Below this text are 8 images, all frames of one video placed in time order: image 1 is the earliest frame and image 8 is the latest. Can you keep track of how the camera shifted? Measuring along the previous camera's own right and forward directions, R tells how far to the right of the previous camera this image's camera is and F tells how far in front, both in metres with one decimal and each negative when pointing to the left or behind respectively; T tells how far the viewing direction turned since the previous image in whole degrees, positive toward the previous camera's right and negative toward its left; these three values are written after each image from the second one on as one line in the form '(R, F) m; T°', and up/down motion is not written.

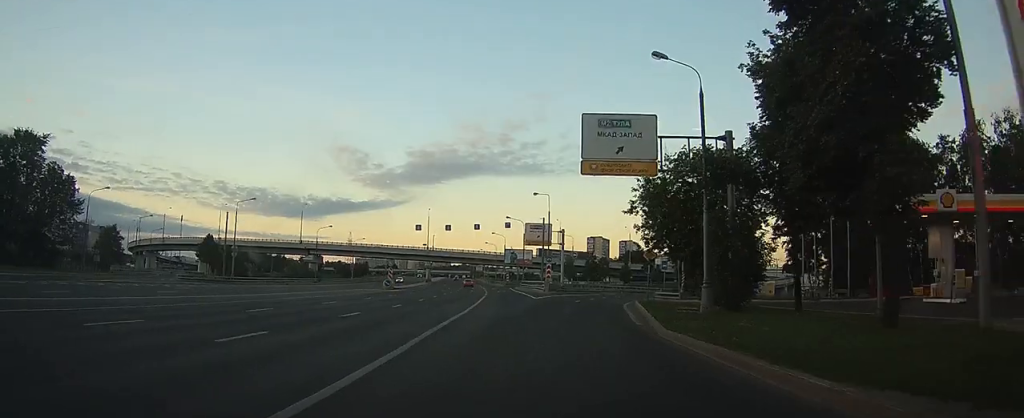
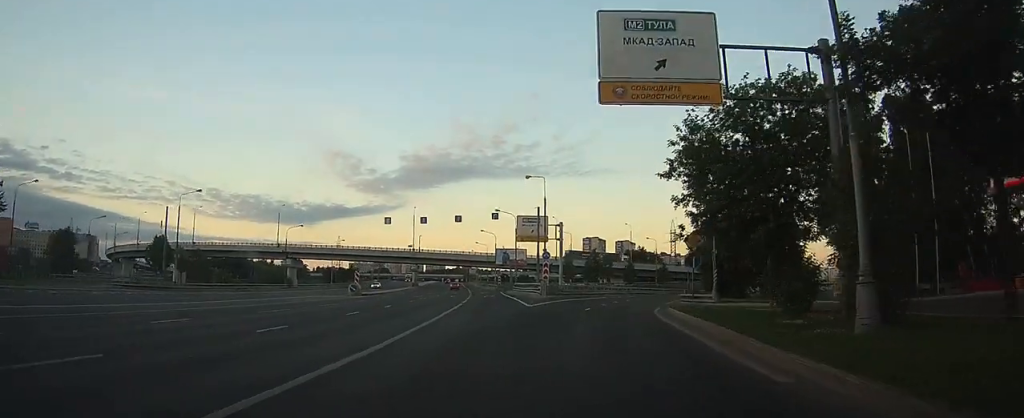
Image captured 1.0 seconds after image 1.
(+0.1, +13.2) m; +1°
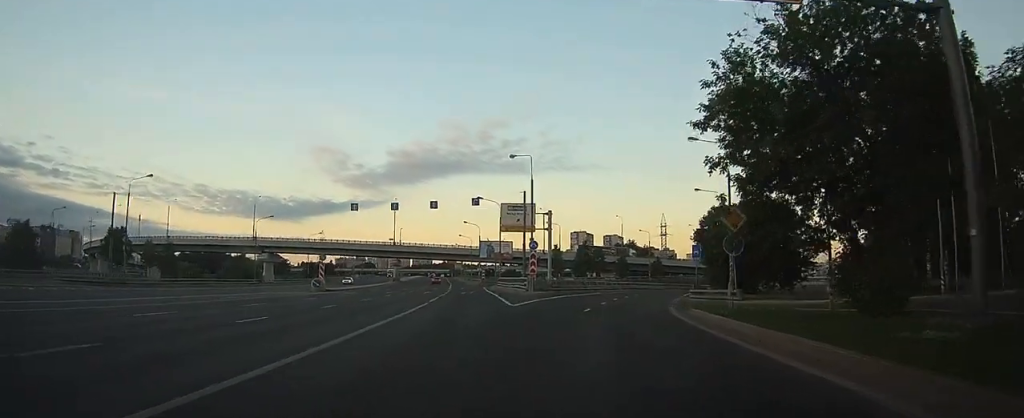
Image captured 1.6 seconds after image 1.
(+0.1, +7.7) m; +2°
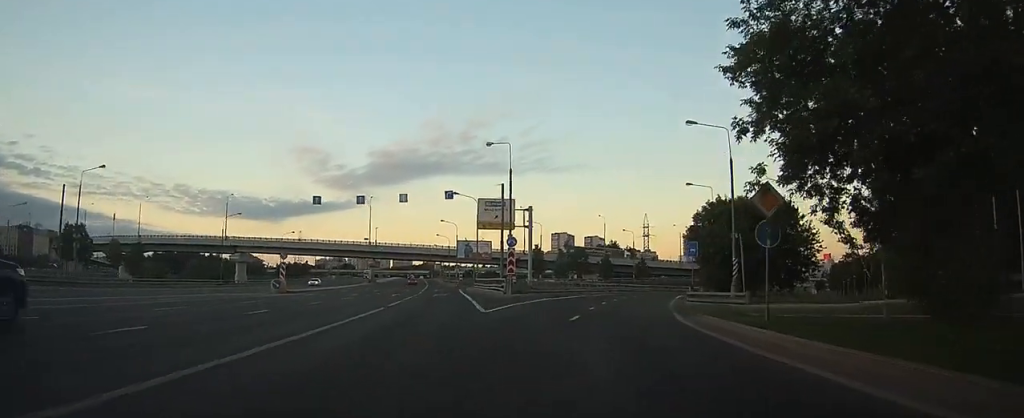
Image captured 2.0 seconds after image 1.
(-0.1, +5.1) m; +1°
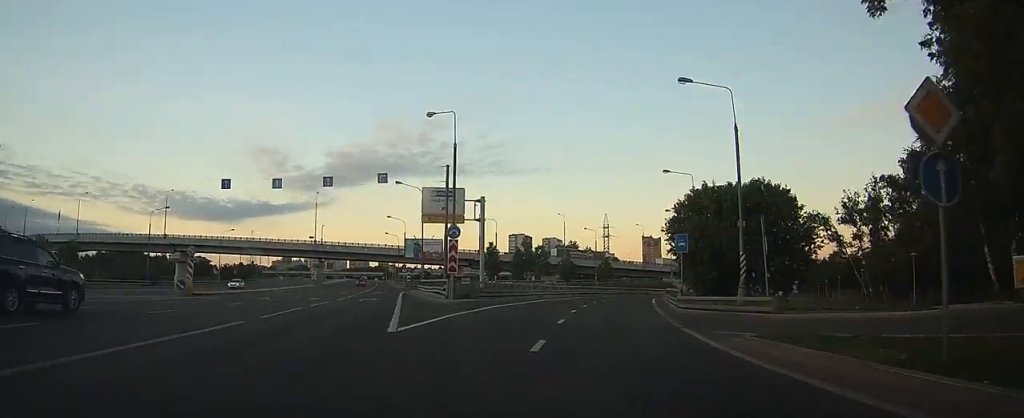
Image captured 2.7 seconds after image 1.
(+0.4, +9.0) m; +3°
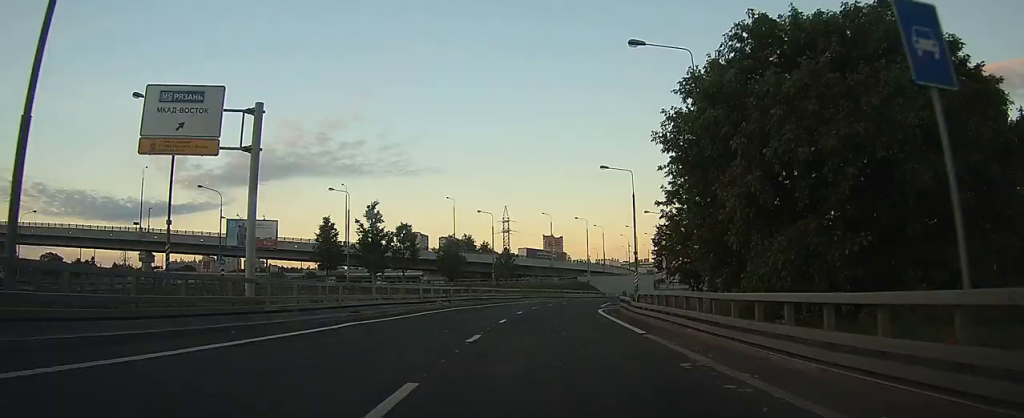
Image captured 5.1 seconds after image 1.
(+2.0, +28.8) m; +8°
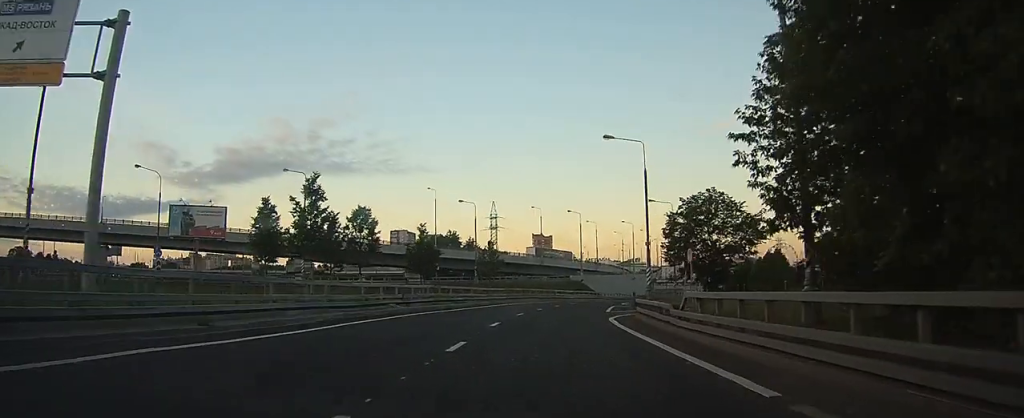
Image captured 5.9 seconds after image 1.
(+0.2, +9.4) m; +2°
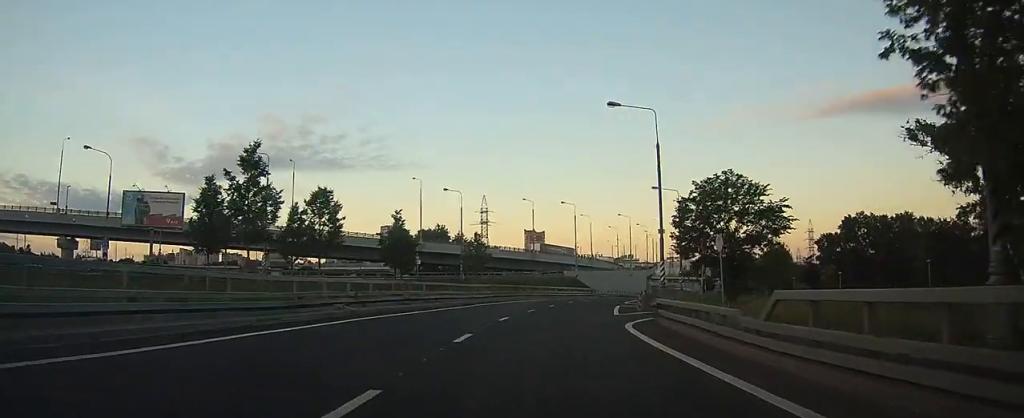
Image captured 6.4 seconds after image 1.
(+0.1, +6.4) m; +1°
